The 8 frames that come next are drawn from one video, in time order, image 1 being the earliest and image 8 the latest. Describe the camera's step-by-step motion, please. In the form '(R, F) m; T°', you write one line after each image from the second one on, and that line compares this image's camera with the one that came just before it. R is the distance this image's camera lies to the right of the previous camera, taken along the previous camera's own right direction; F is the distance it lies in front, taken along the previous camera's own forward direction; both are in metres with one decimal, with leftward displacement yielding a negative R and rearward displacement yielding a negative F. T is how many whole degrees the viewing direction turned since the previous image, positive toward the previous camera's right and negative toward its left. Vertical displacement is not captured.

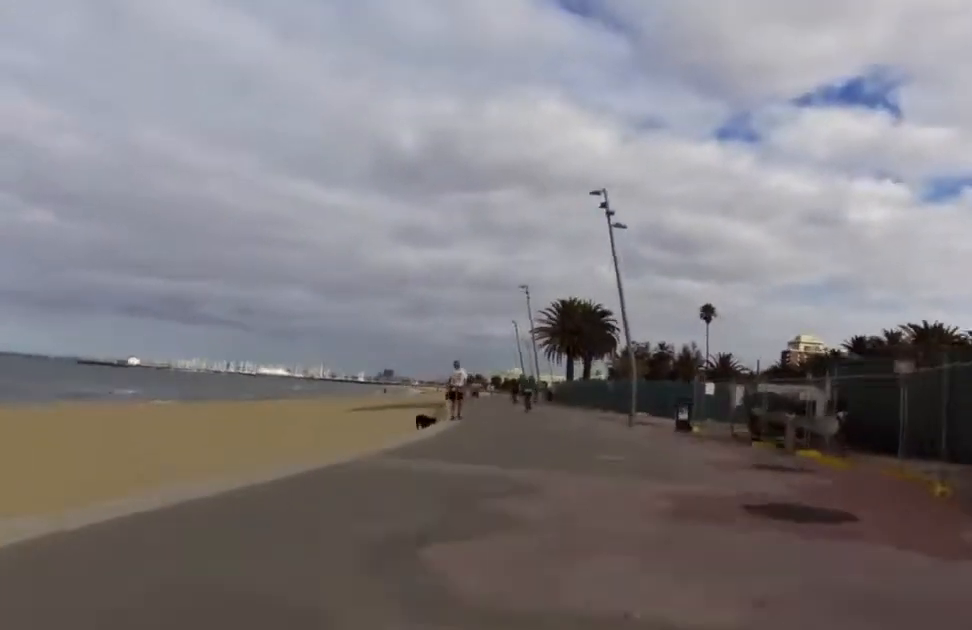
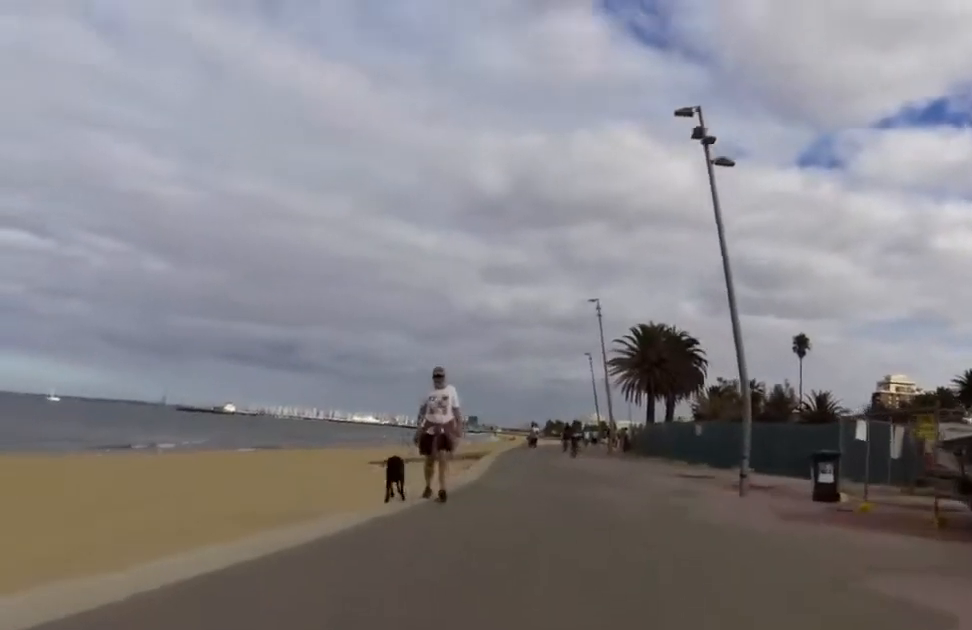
(-0.6, +9.3) m; -7°
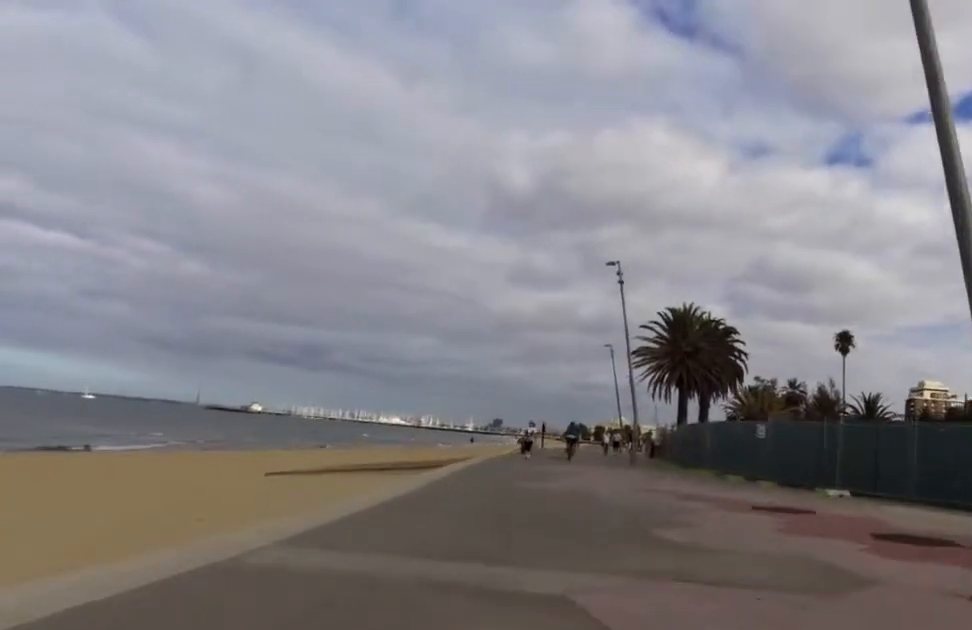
(-0.2, +10.3) m; -1°
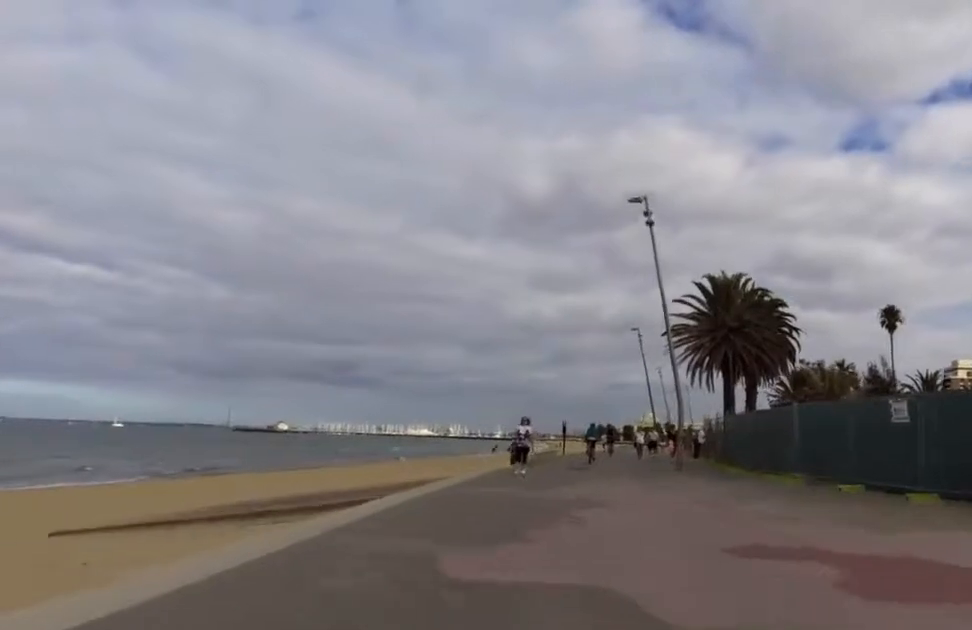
(0.0, +9.5) m; 0°
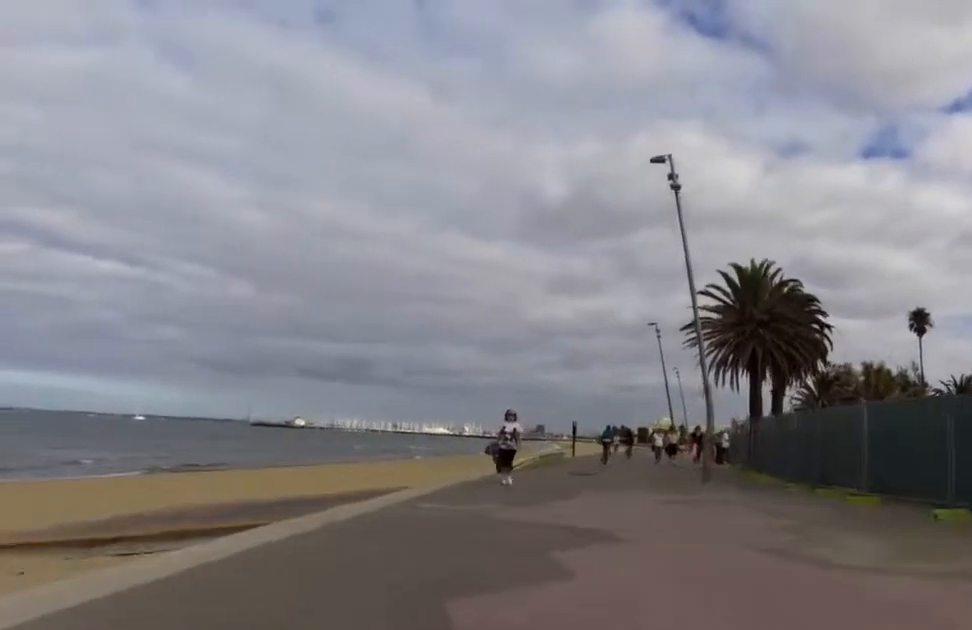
(0.0, +4.3) m; 0°
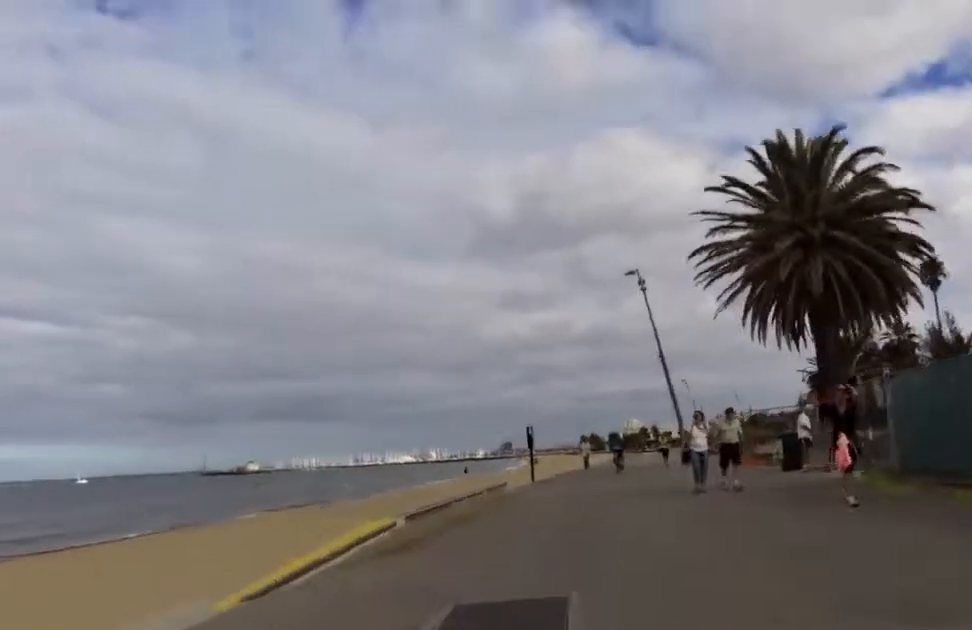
(-1.7, +17.3) m; -6°
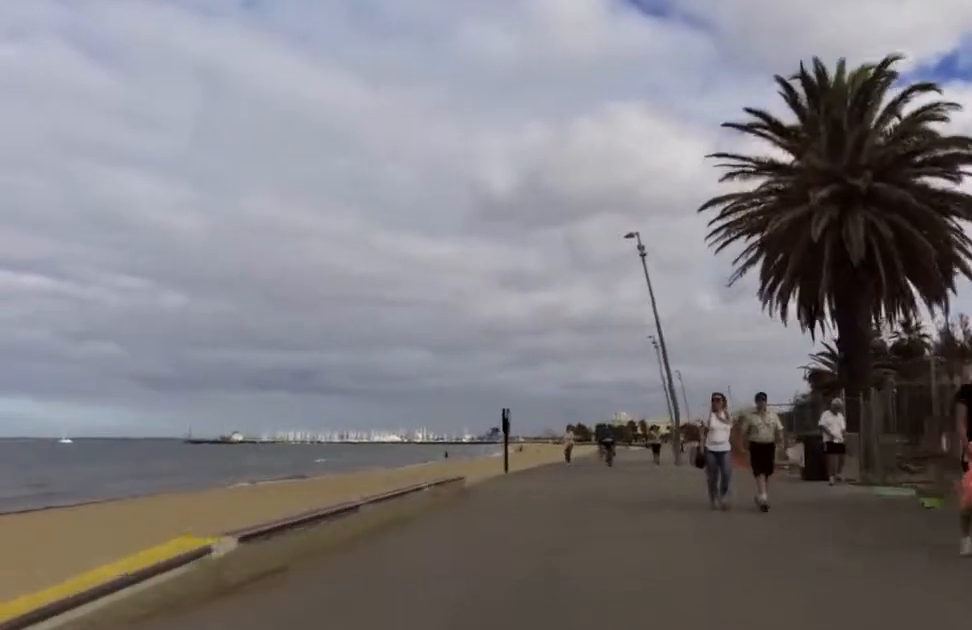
(+0.4, +3.7) m; +3°
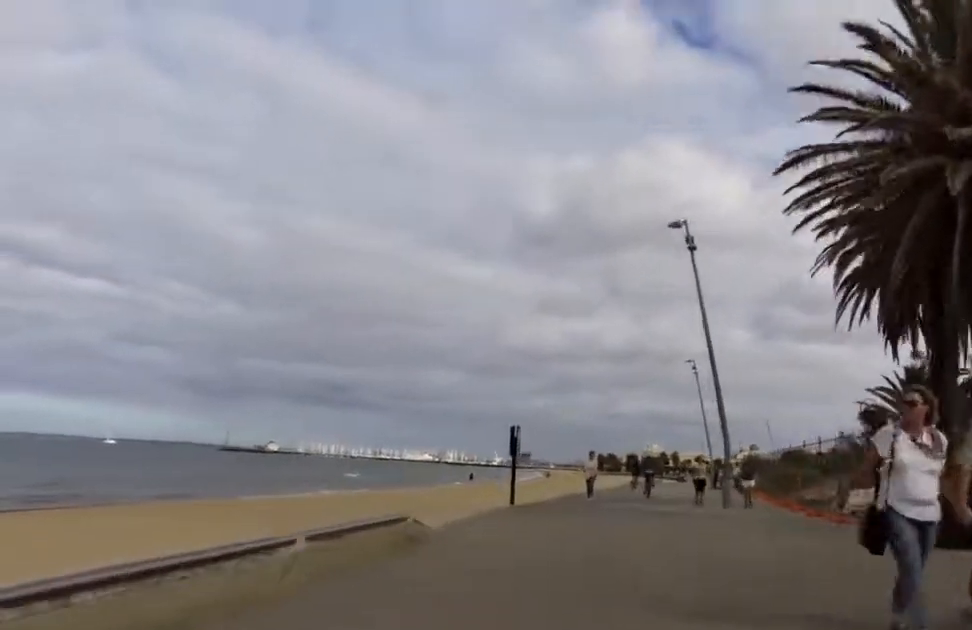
(+0.3, +5.4) m; +3°
